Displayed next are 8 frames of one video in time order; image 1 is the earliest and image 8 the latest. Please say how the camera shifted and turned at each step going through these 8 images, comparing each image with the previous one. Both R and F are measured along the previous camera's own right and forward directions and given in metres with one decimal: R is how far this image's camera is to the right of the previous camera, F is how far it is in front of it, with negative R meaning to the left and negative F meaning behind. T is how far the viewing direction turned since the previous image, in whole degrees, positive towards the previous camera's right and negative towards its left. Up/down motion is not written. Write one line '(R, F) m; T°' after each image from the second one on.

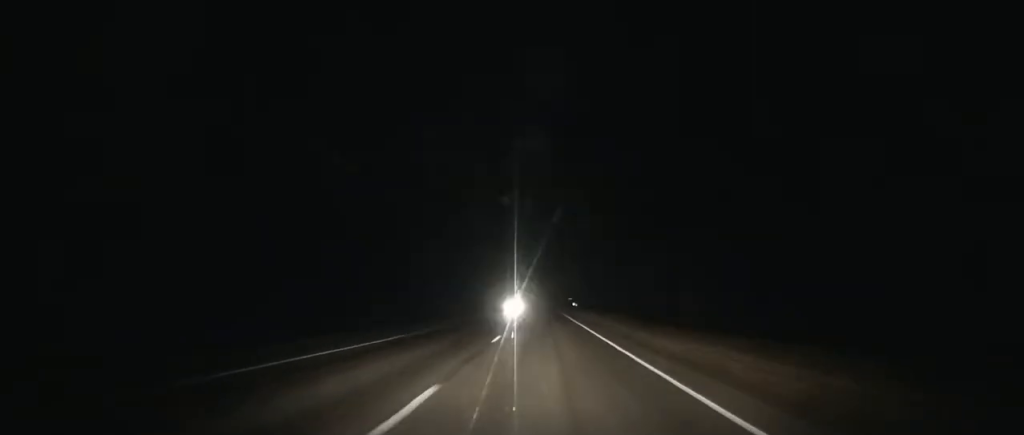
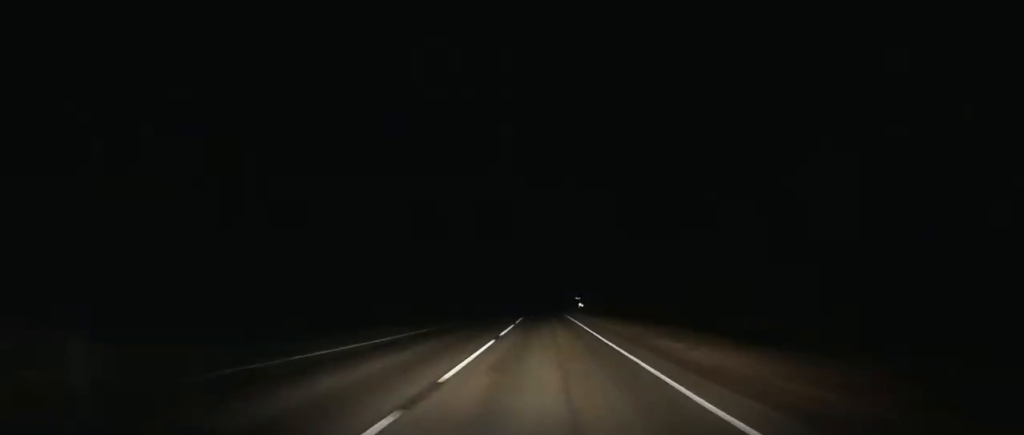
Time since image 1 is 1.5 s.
(-0.2, +39.2) m; 0°
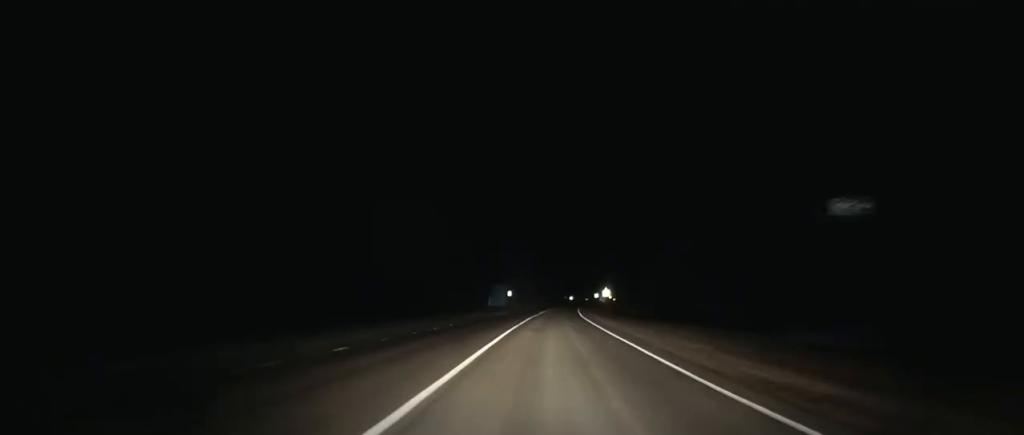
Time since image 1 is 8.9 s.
(+7.9, +186.0) m; +7°
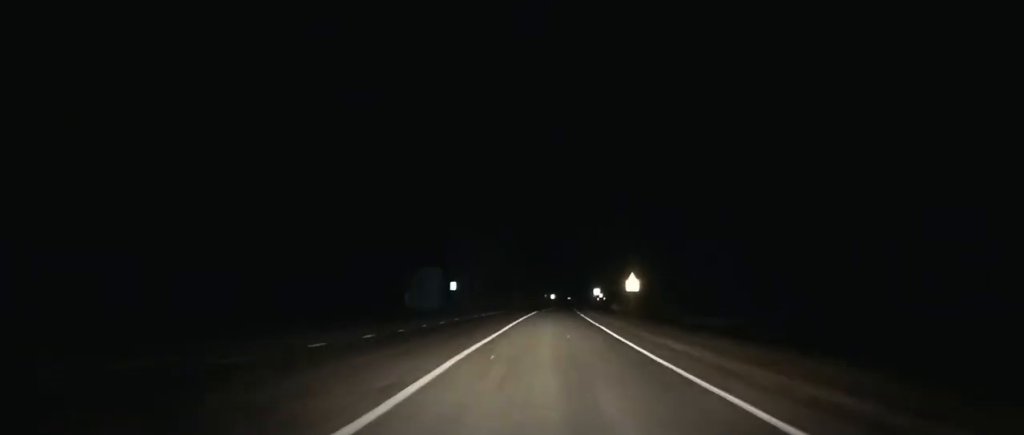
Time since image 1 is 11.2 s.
(+1.1, +52.5) m; +2°
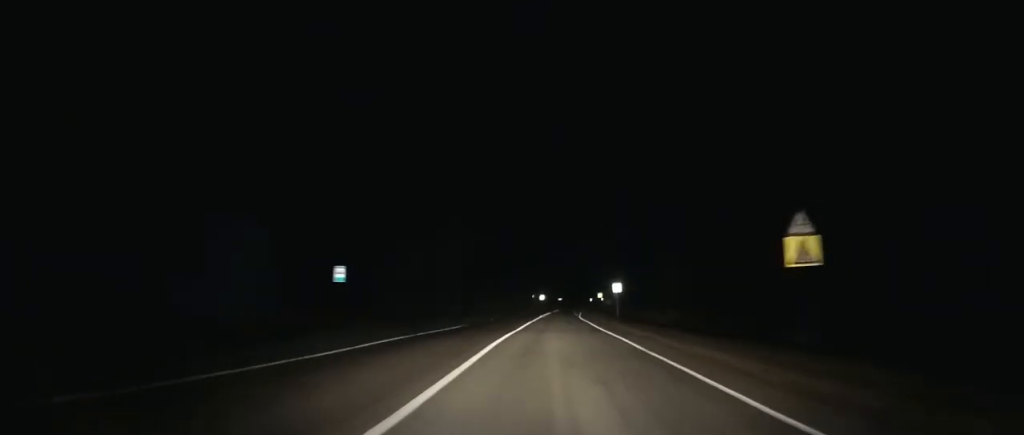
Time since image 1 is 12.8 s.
(+0.3, +36.0) m; +1°
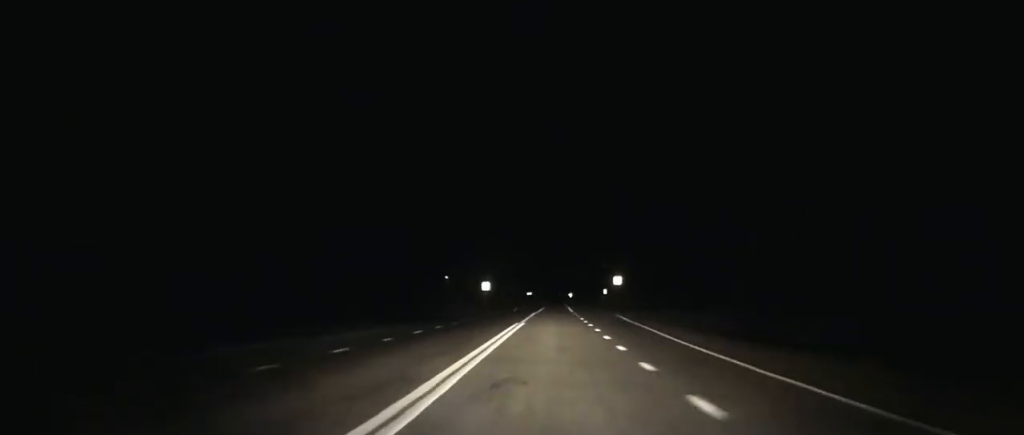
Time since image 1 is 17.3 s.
(+1.5, +102.8) m; +1°
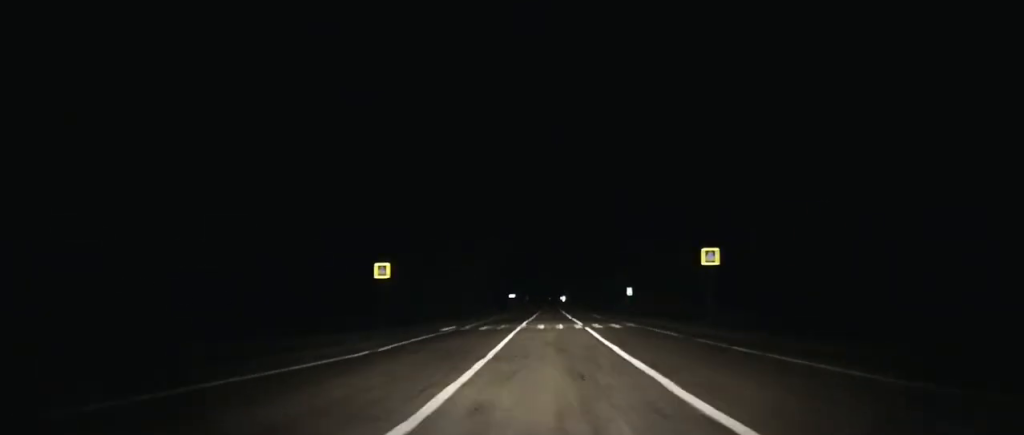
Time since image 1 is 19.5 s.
(+0.2, +52.0) m; 0°
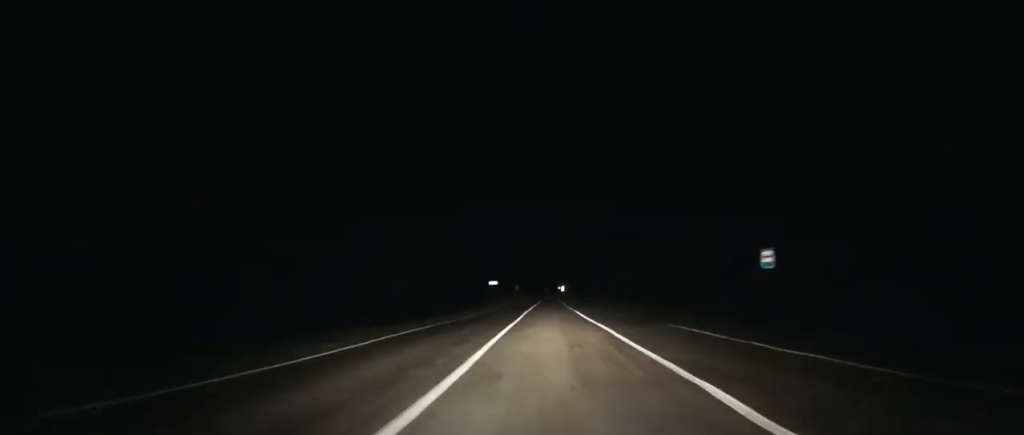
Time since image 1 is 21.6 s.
(+0.1, +49.7) m; 0°
